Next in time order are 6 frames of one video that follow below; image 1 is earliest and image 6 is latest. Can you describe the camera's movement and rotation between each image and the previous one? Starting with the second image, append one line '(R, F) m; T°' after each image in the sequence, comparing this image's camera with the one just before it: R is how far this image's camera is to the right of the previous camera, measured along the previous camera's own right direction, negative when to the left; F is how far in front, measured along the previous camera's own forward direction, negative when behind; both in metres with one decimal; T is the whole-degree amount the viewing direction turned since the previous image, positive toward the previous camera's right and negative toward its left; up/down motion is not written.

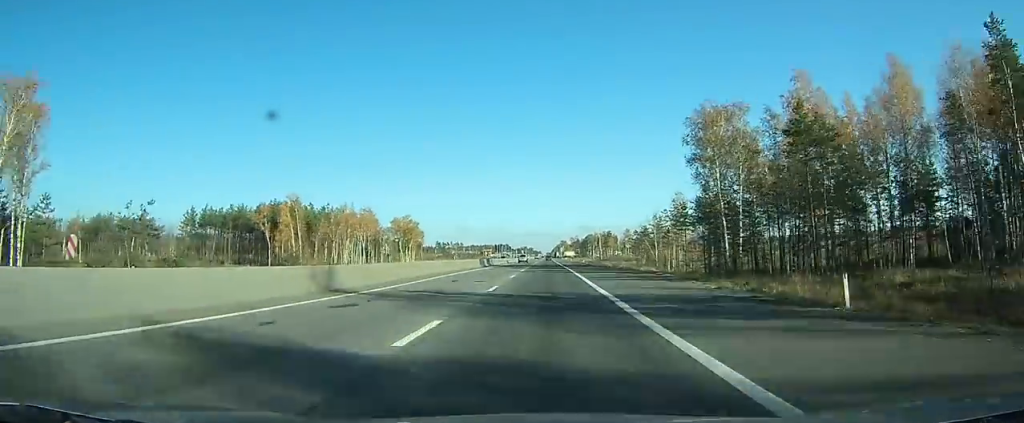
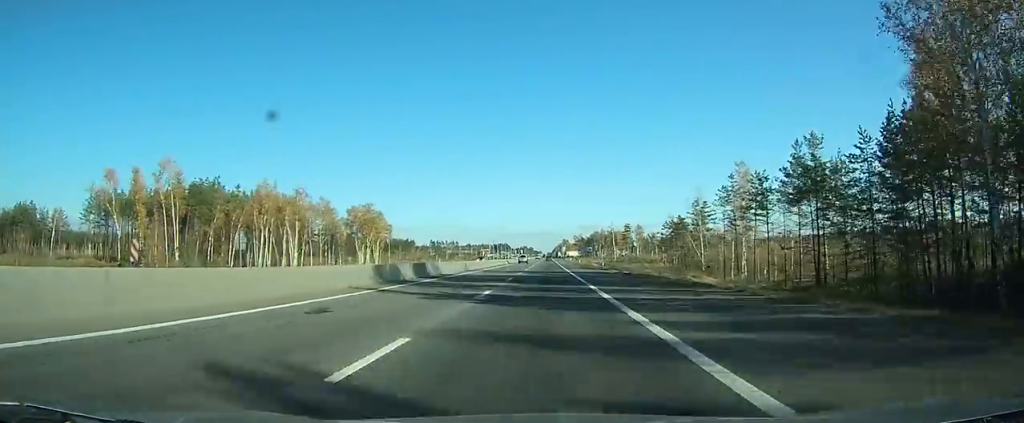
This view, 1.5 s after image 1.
(0.0, +37.7) m; 0°
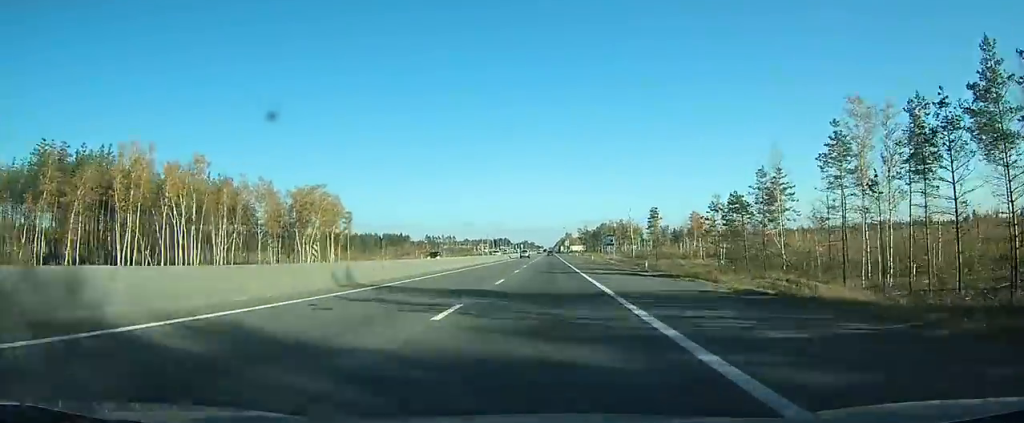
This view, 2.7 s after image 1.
(0.0, +32.2) m; 0°
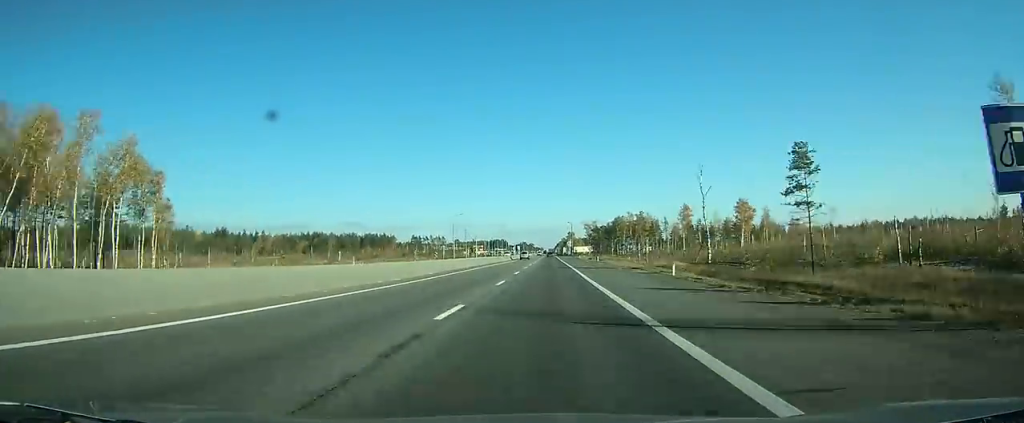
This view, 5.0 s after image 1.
(0.0, +64.6) m; 0°
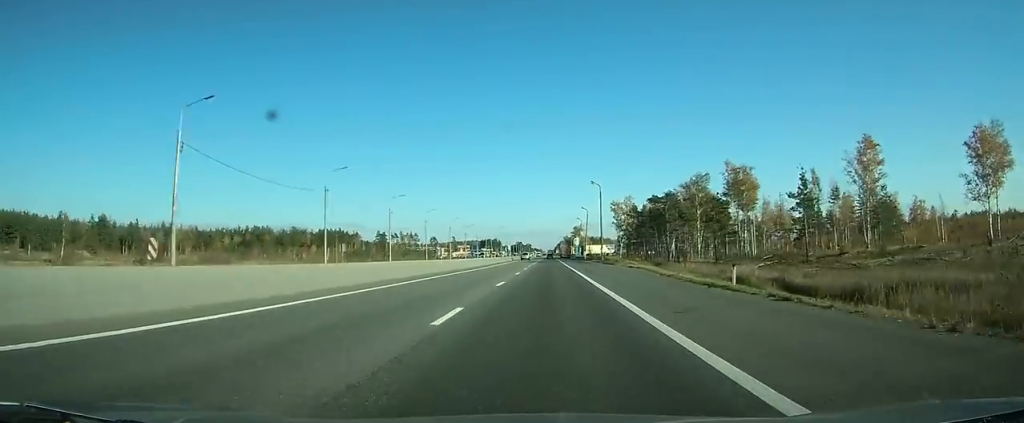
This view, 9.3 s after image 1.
(-0.5, +110.3) m; -1°
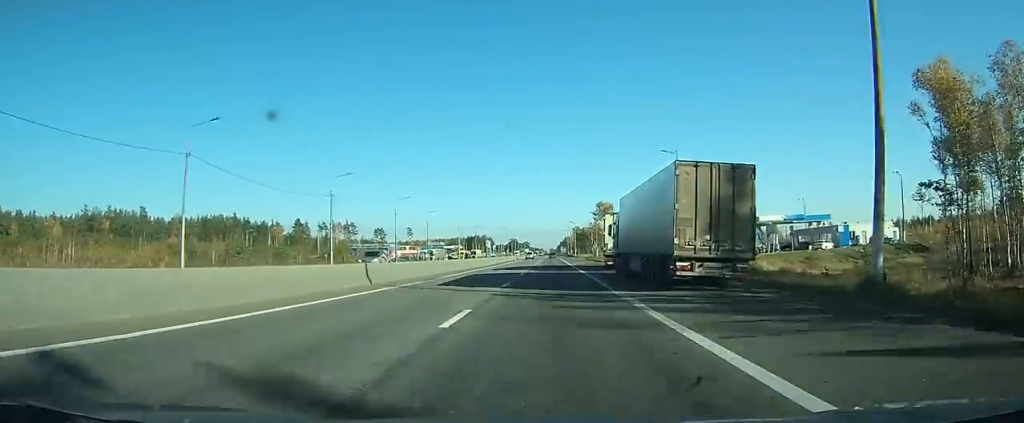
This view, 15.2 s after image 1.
(0.0, +148.3) m; 0°
